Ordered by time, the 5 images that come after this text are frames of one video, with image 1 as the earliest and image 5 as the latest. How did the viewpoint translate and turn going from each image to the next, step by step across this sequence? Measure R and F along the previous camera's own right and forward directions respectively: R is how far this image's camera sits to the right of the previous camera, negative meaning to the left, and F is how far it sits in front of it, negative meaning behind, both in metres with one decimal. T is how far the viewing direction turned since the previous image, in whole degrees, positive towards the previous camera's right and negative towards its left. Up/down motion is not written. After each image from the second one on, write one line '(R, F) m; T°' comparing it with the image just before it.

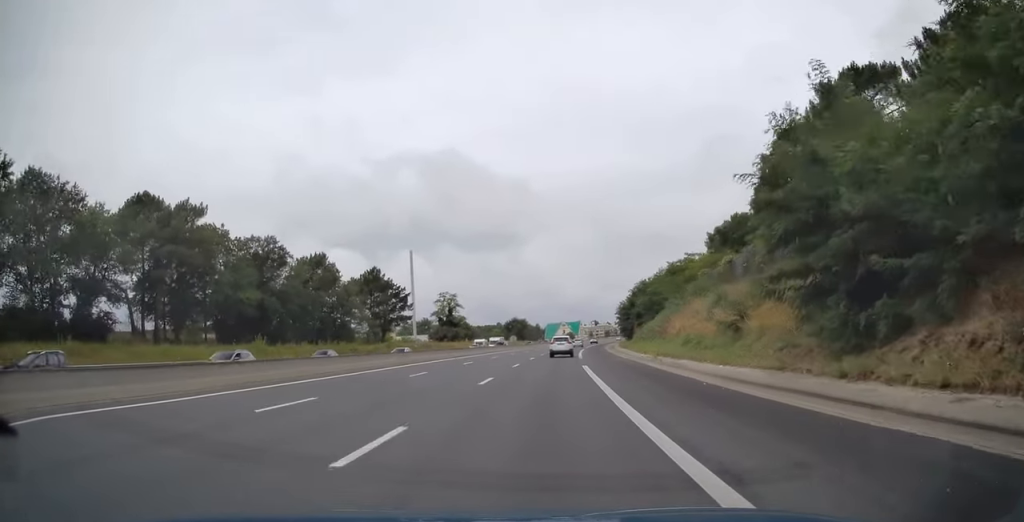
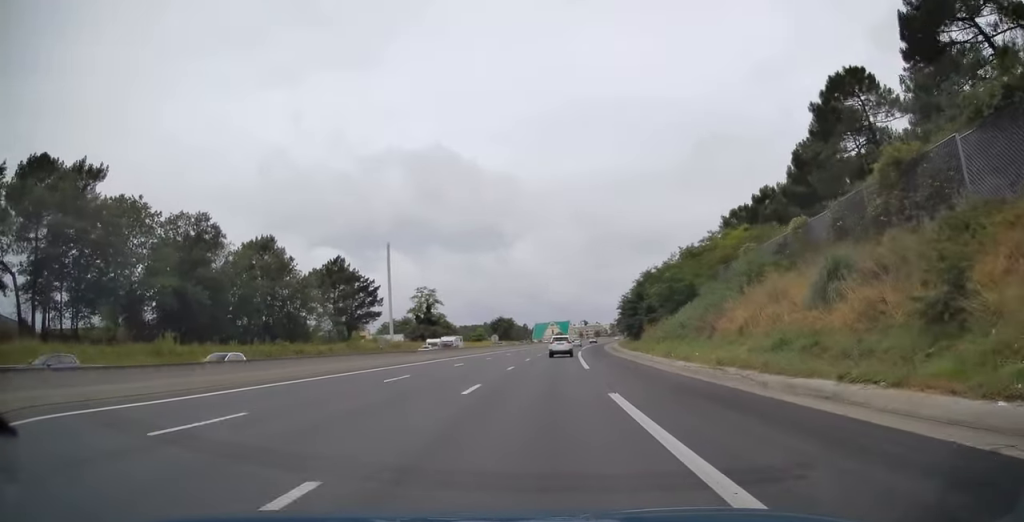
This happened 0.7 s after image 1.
(0.0, +16.6) m; +1°
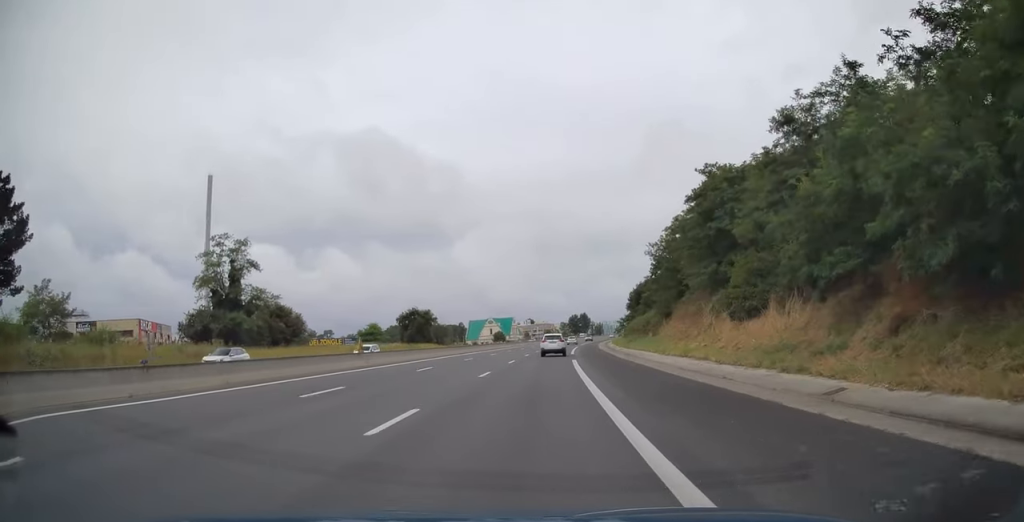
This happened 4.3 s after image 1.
(+4.0, +83.6) m; +5°
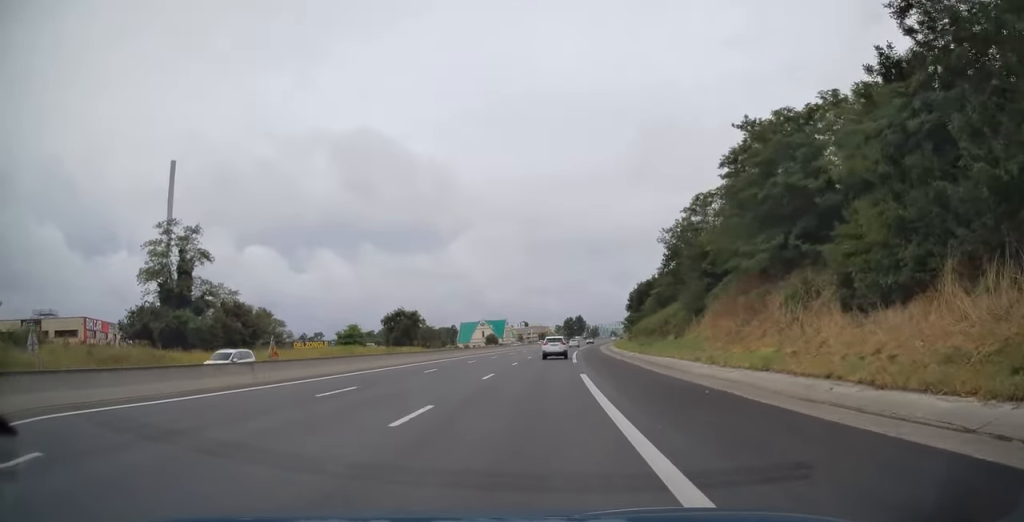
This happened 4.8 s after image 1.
(+0.1, +12.1) m; +1°
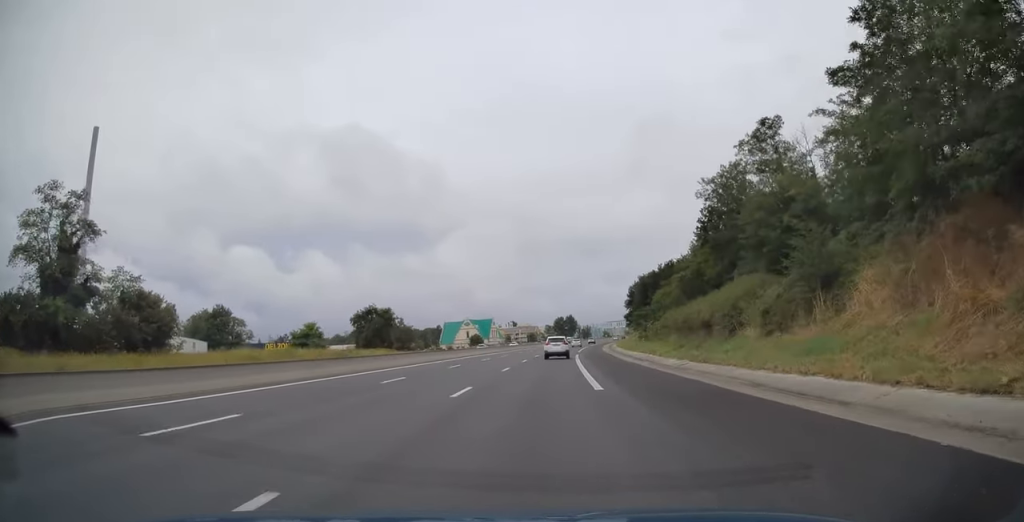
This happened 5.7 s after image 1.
(+0.4, +20.6) m; +2°
